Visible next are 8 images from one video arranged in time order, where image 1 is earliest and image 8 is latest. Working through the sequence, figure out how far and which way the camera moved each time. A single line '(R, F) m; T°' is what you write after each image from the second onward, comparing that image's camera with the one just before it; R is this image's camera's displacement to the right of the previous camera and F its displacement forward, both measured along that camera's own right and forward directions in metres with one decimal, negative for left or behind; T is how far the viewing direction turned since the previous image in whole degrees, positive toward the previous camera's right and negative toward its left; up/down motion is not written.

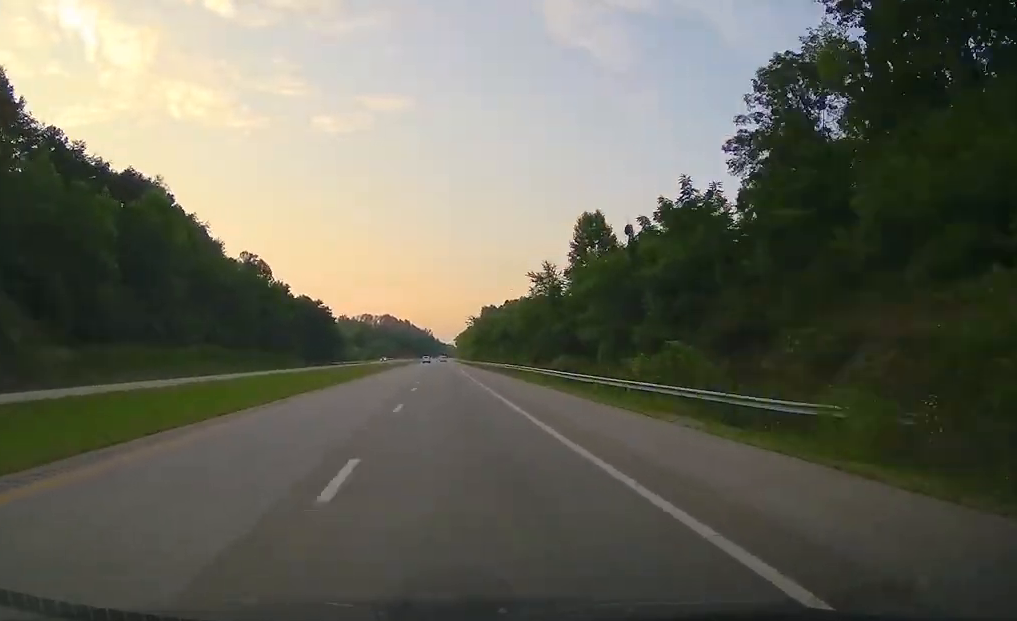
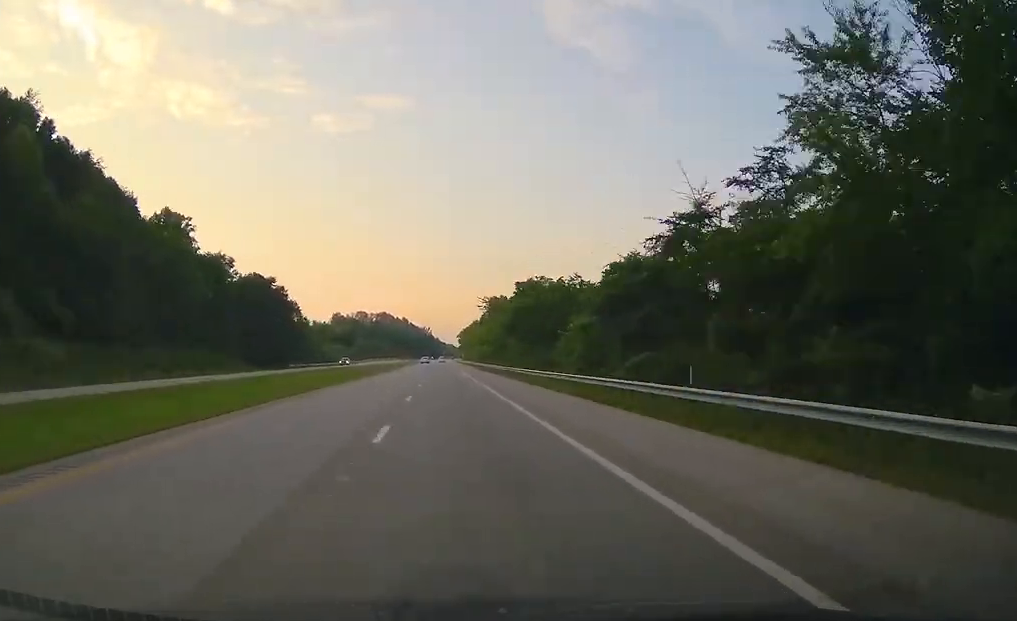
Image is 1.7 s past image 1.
(0.0, +56.5) m; 0°
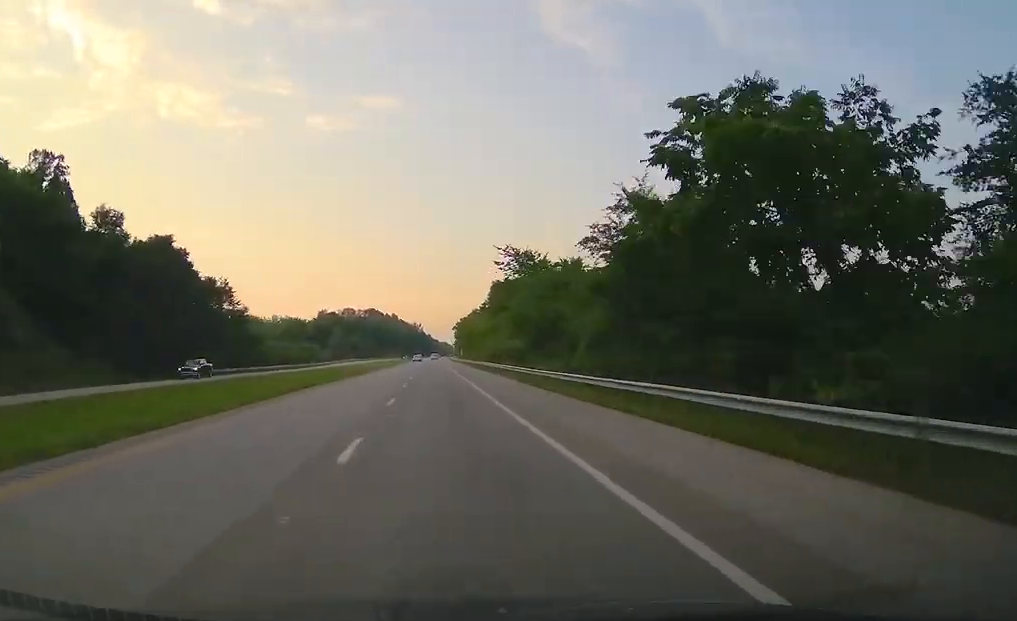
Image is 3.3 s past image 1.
(0.0, +51.8) m; 0°
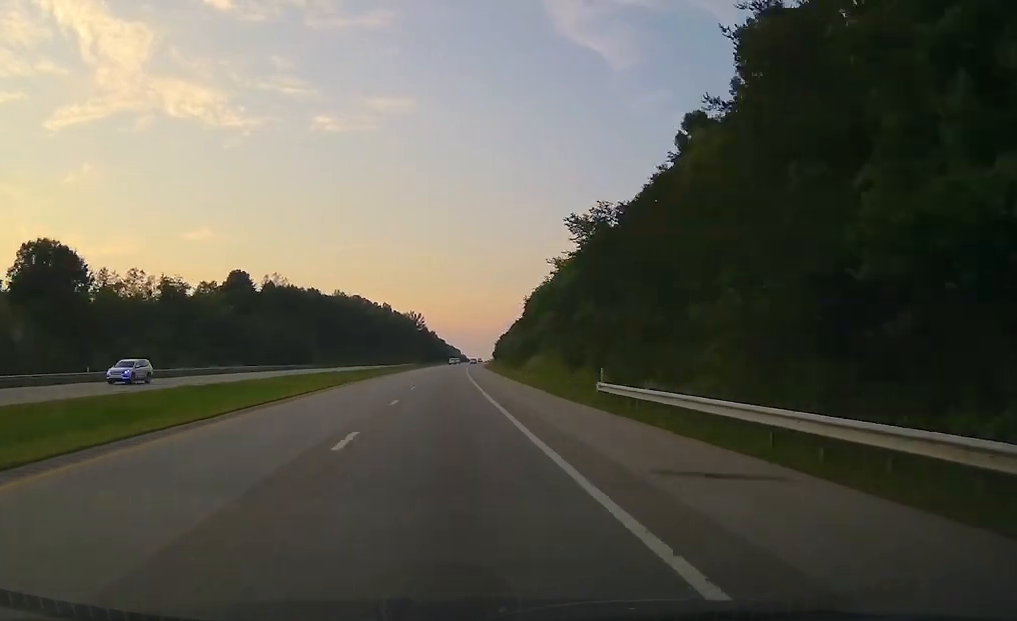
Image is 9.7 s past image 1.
(-0.5, +208.2) m; +1°
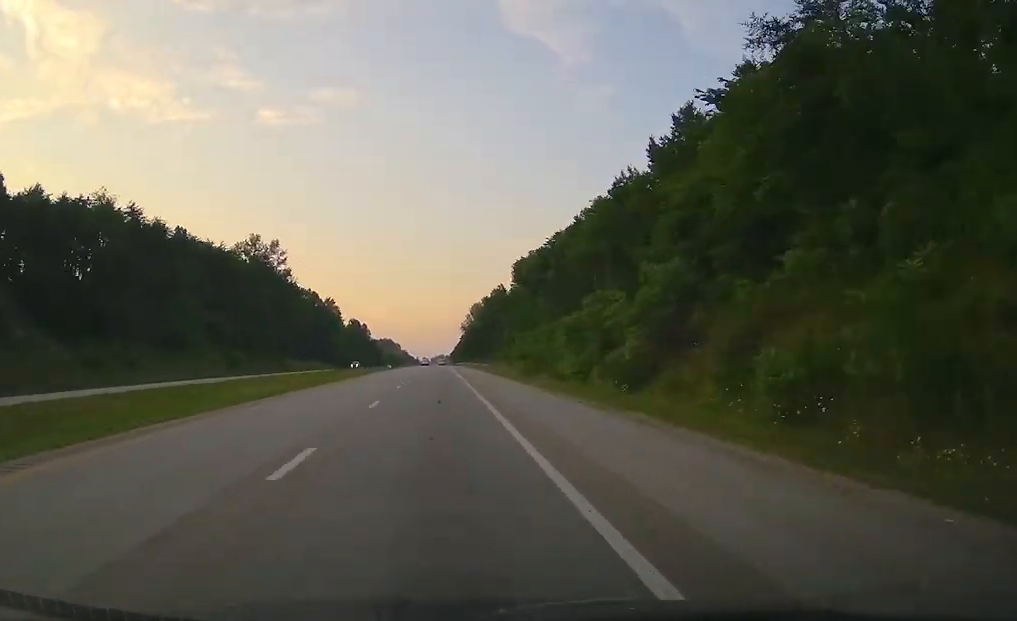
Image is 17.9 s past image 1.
(+12.9, +267.9) m; +4°
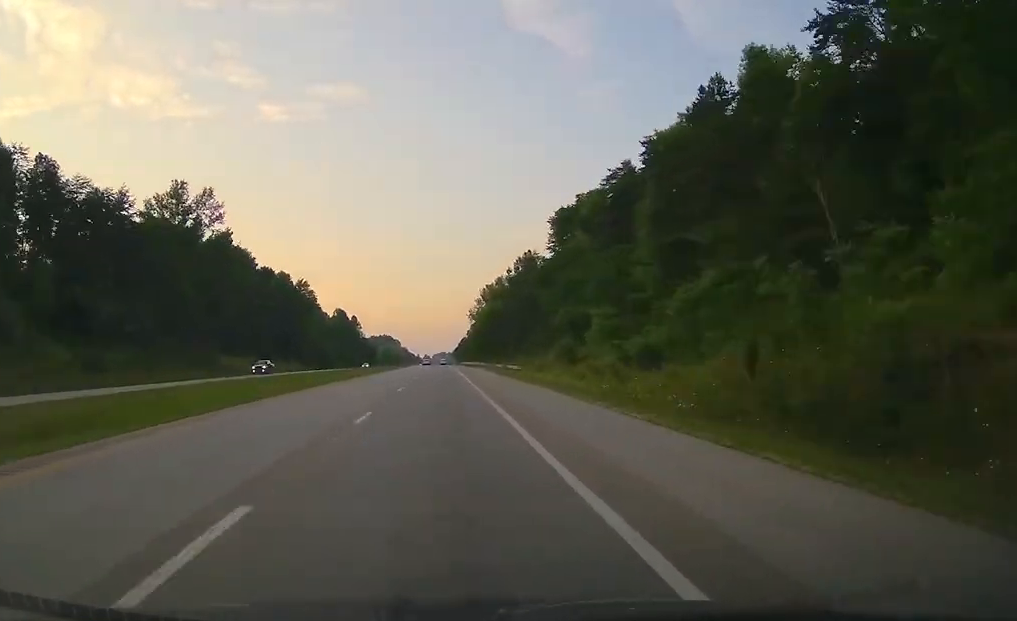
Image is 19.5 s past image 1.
(-0.2, +53.1) m; 0°
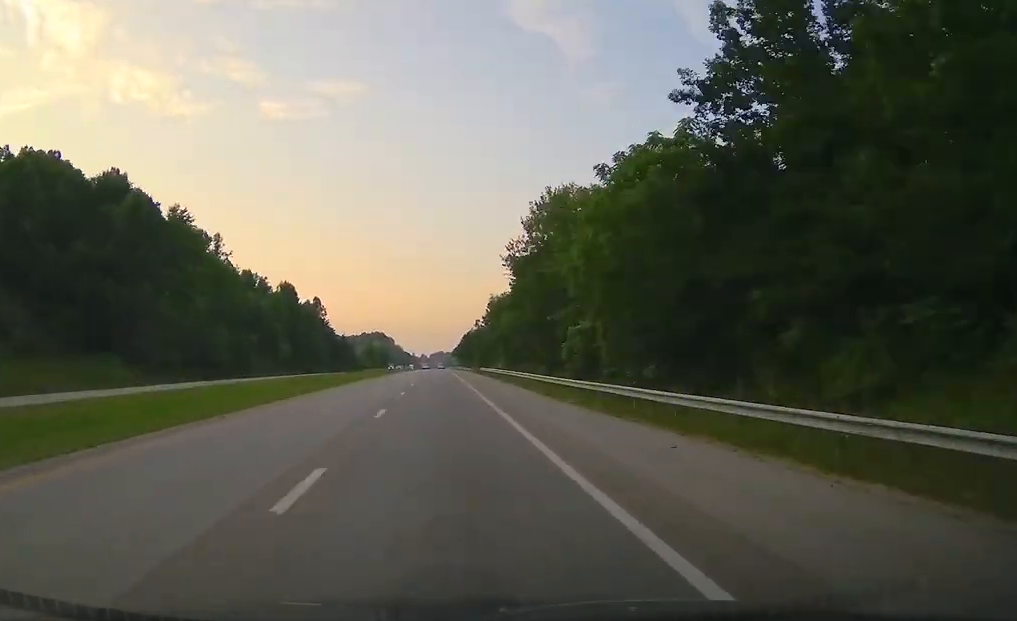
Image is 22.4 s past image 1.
(-0.3, +97.6) m; 0°
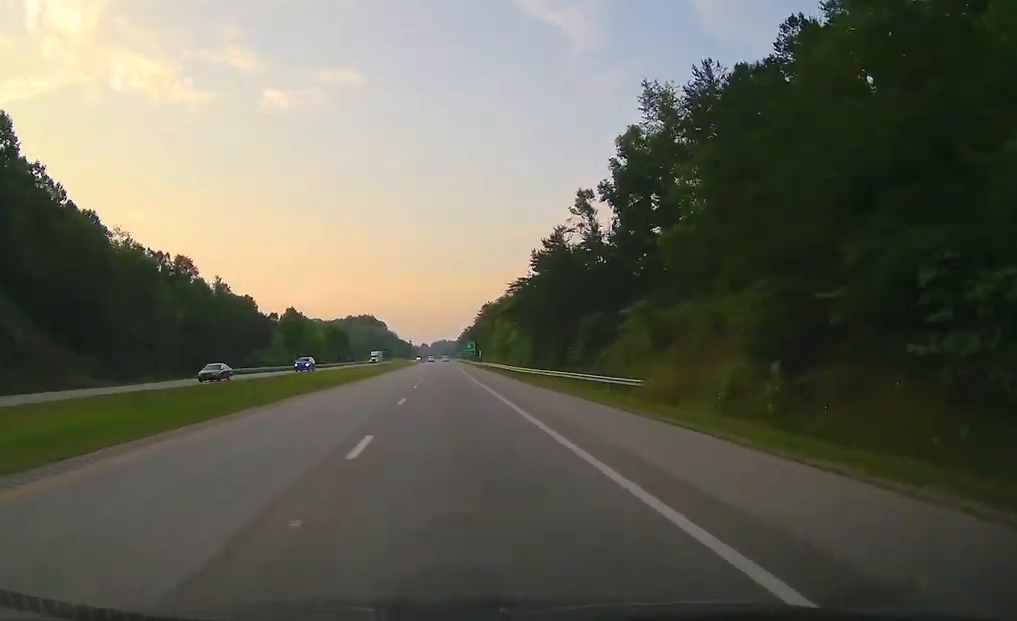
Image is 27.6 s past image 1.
(+0.2, +174.6) m; 0°
